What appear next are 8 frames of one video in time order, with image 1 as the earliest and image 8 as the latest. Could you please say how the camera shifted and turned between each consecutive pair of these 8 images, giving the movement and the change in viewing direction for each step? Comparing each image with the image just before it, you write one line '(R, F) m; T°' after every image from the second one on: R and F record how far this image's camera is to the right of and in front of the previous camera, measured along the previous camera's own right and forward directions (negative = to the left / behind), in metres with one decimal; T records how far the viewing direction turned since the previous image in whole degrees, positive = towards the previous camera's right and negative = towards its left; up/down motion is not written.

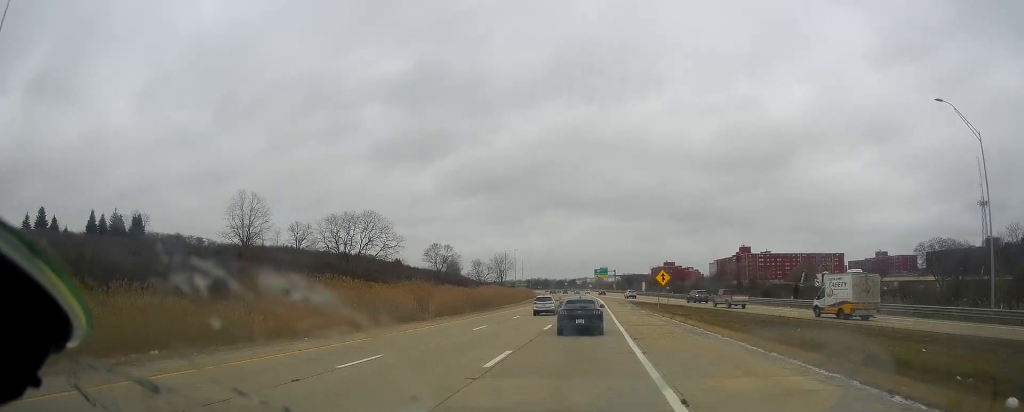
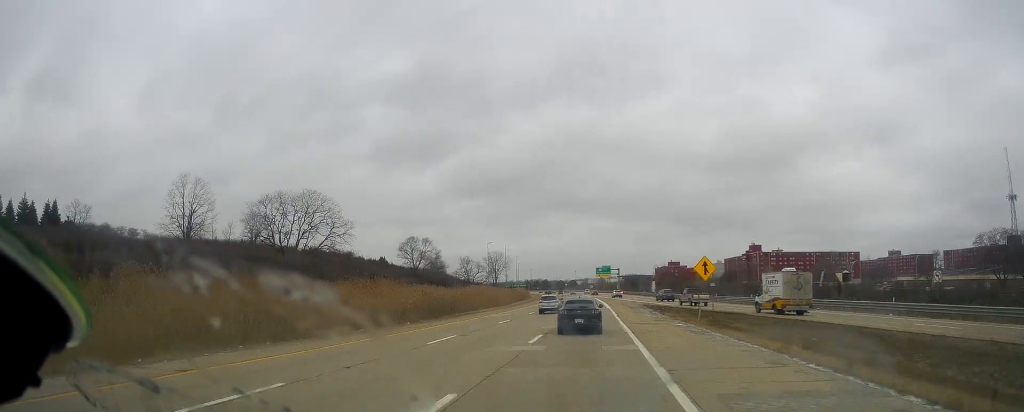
(+0.2, +23.1) m; 0°
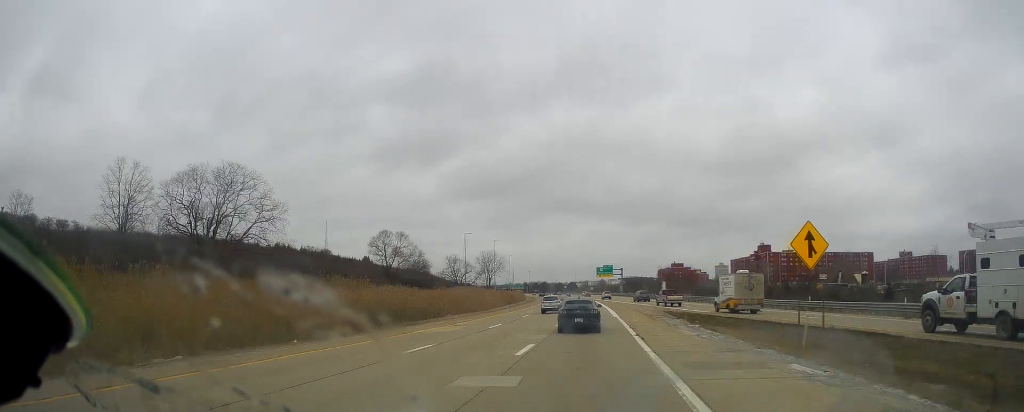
(-0.3, +19.5) m; 0°
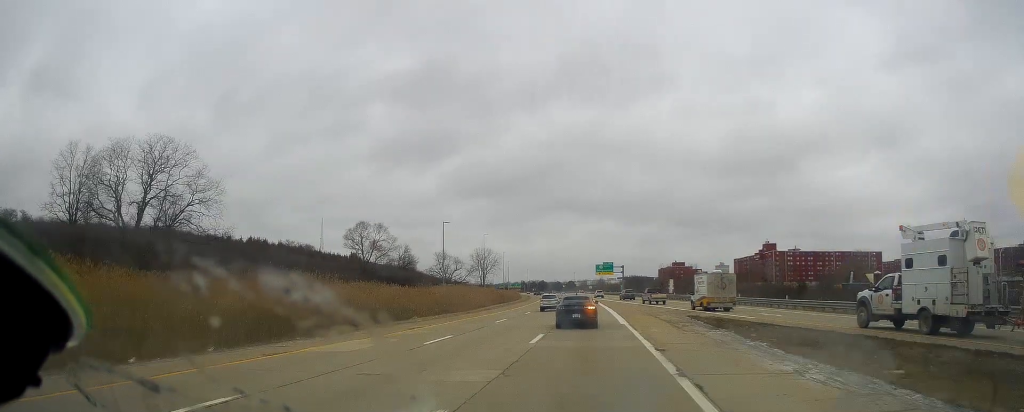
(+0.1, +12.5) m; 0°
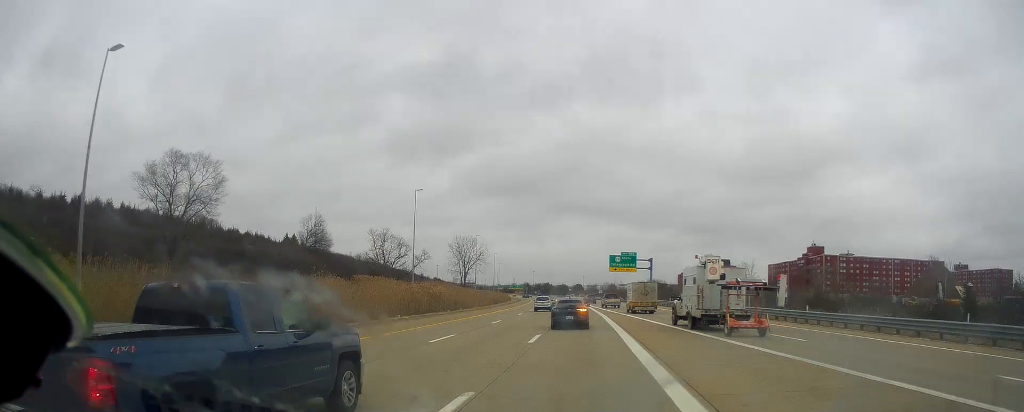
(-0.2, +58.9) m; -1°
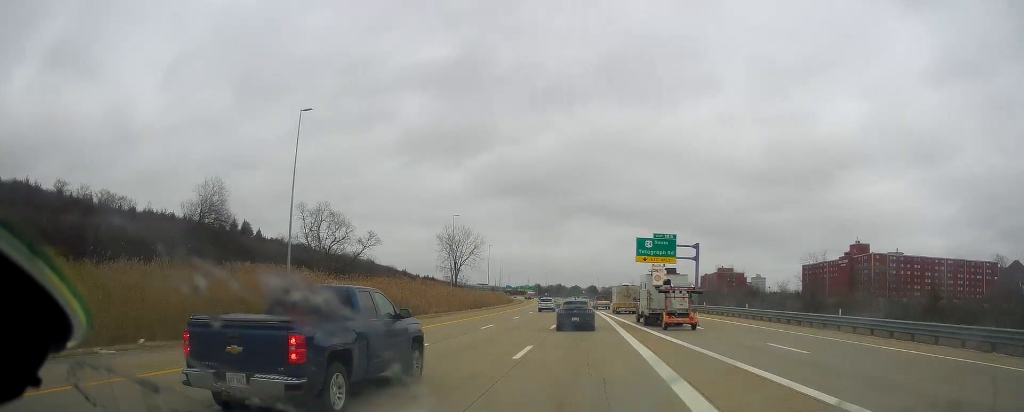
(-0.3, +35.6) m; -2°
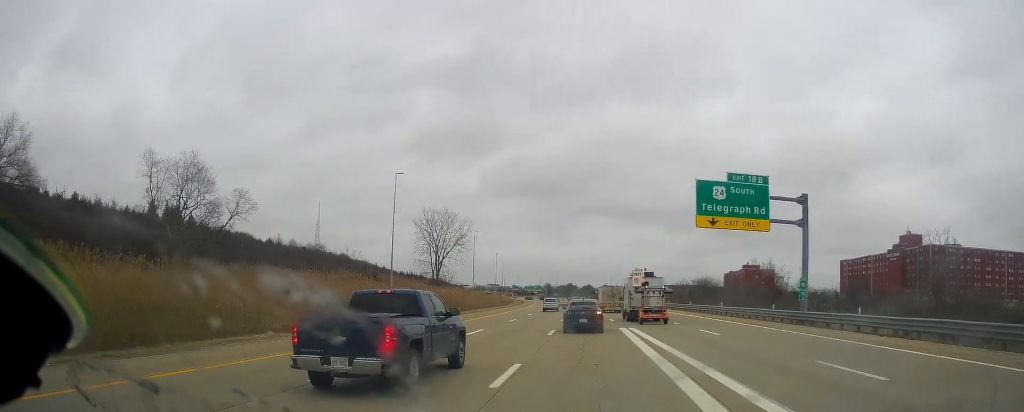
(-0.6, +35.4) m; -1°
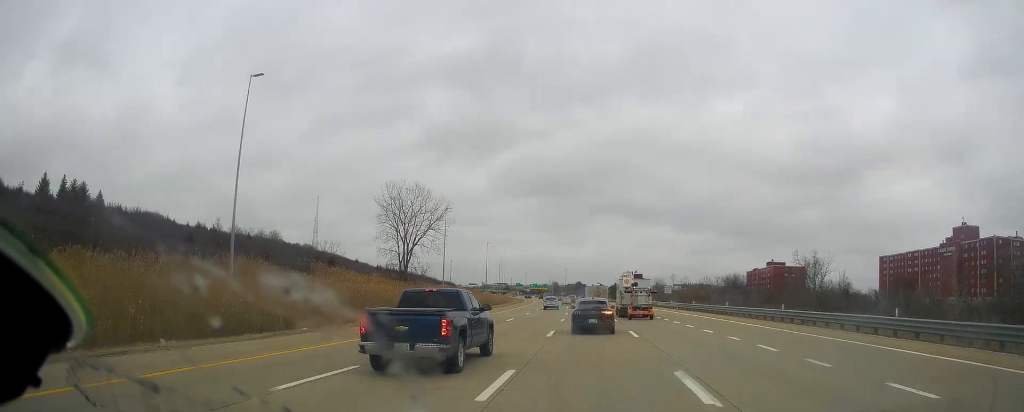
(+0.1, +32.1) m; -1°
